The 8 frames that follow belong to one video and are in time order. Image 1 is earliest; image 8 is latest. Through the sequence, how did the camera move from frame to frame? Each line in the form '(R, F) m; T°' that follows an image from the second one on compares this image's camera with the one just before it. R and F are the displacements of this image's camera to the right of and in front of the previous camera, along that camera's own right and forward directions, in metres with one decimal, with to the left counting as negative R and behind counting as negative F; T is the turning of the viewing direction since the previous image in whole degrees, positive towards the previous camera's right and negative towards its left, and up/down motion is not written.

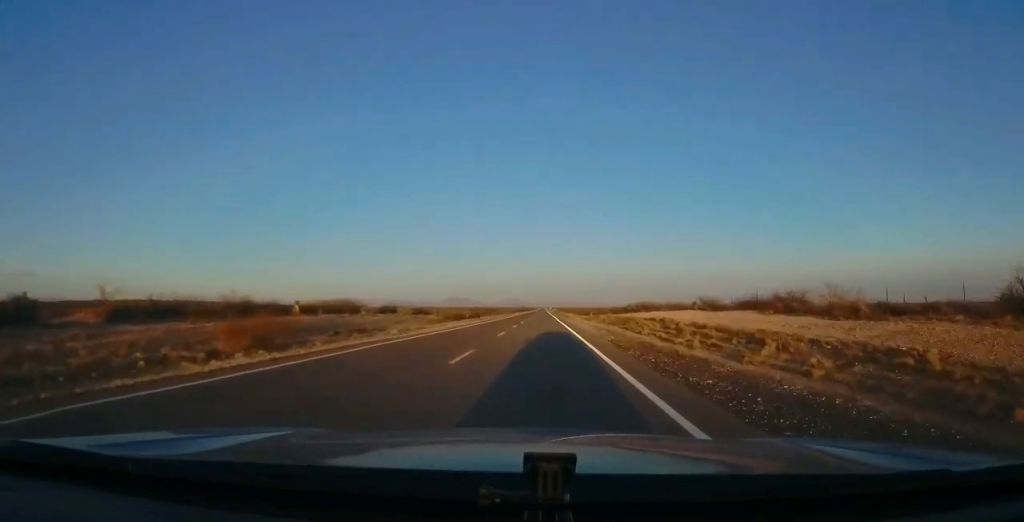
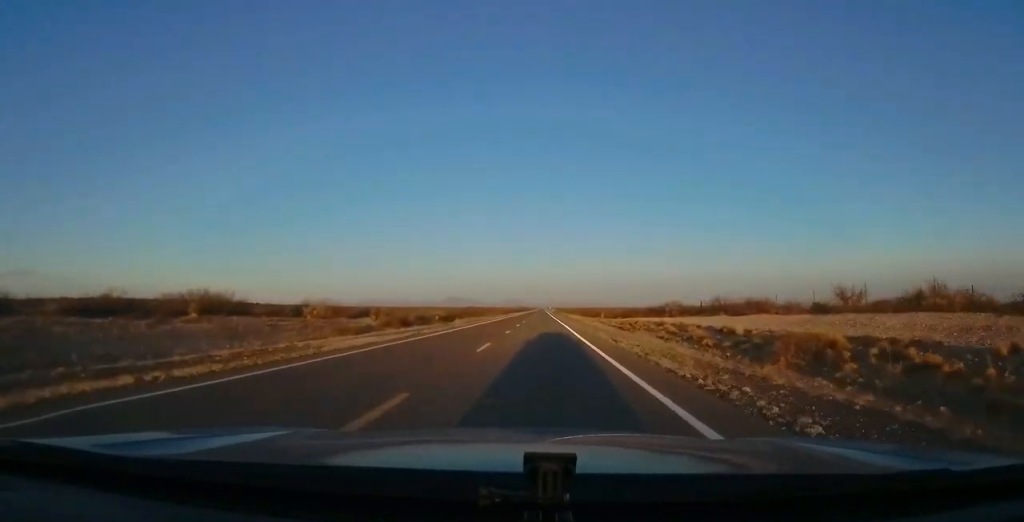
(-0.4, +32.3) m; 0°
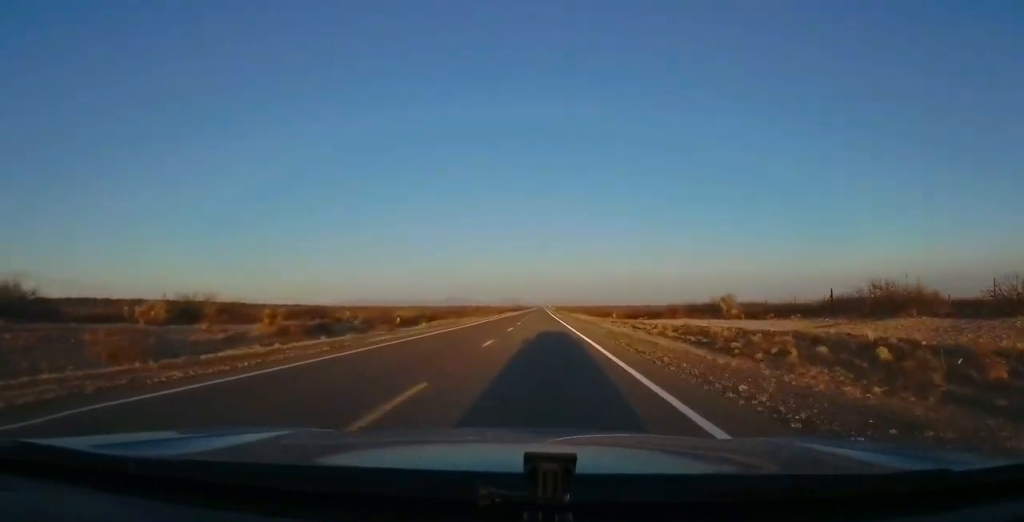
(+0.3, +22.3) m; +1°
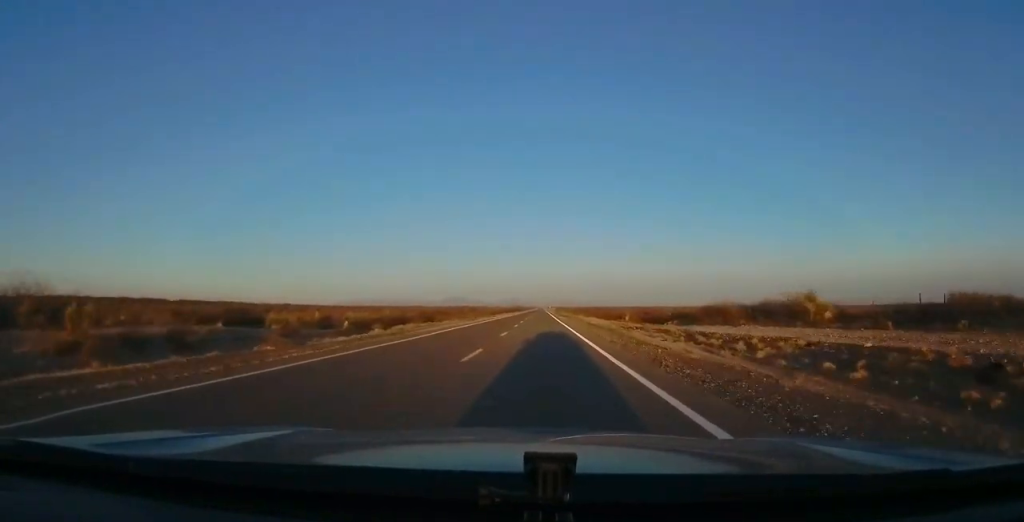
(0.0, +16.5) m; 0°
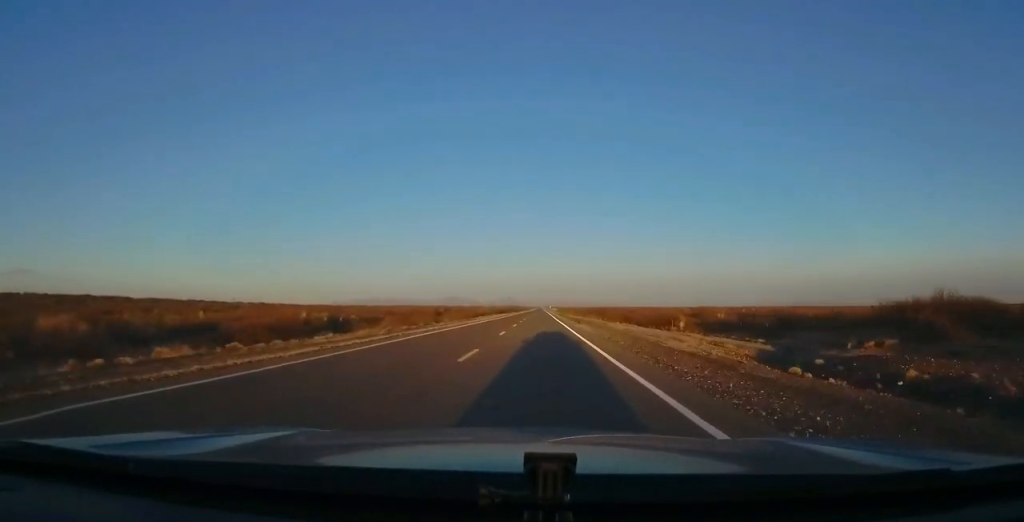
(0.0, +35.9) m; 0°
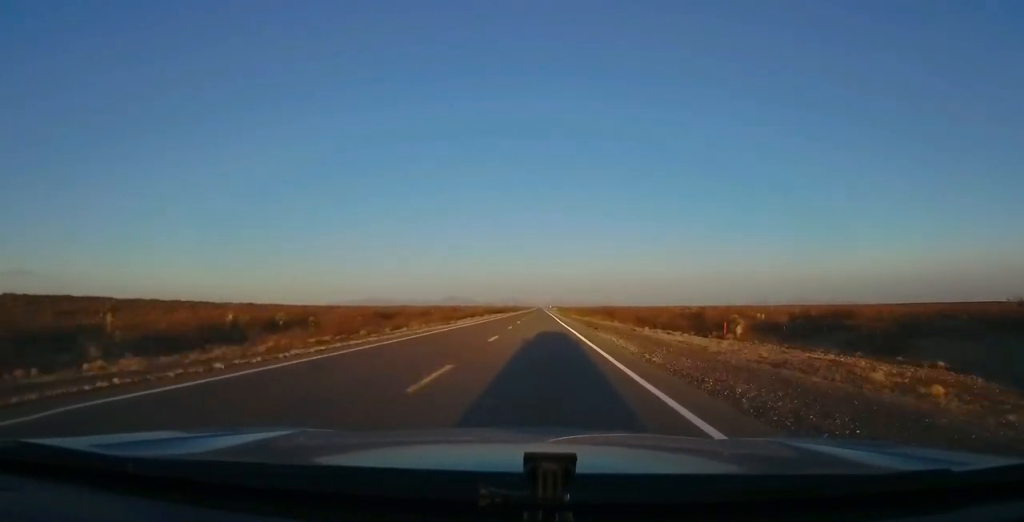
(0.0, +16.5) m; 0°
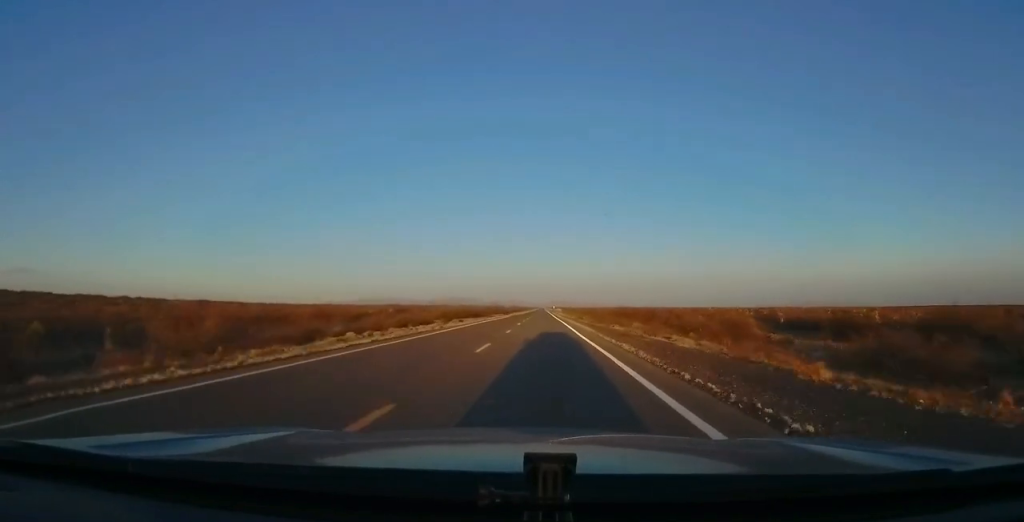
(-0.7, +53.0) m; -1°
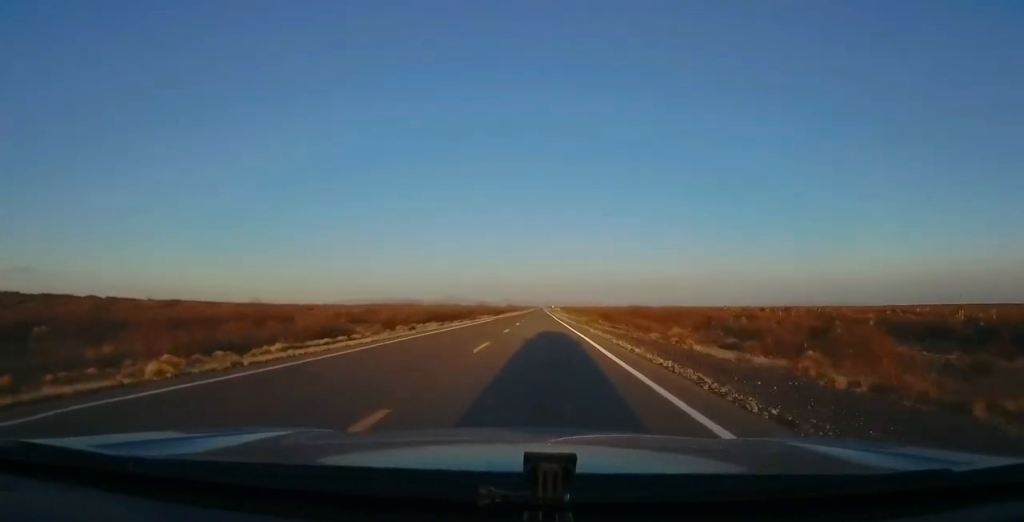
(+0.4, +24.5) m; +1°
